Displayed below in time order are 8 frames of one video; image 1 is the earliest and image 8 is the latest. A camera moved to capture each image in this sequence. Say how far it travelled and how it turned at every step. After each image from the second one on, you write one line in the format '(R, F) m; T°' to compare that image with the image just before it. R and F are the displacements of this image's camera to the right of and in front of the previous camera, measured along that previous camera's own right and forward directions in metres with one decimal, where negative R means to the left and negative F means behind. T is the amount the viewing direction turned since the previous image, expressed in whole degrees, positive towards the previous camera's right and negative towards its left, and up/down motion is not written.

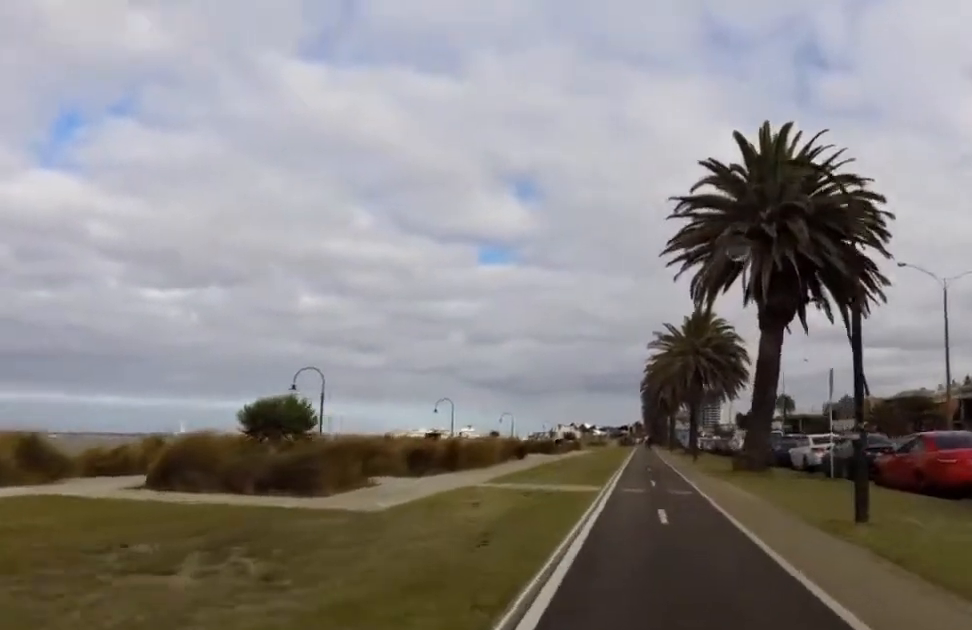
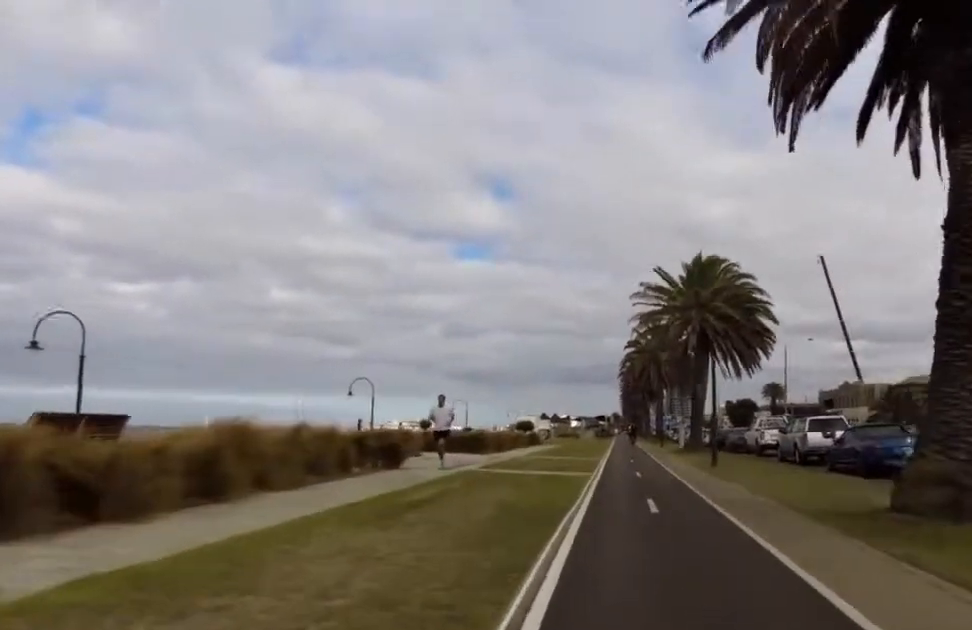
(-1.0, +15.5) m; -4°
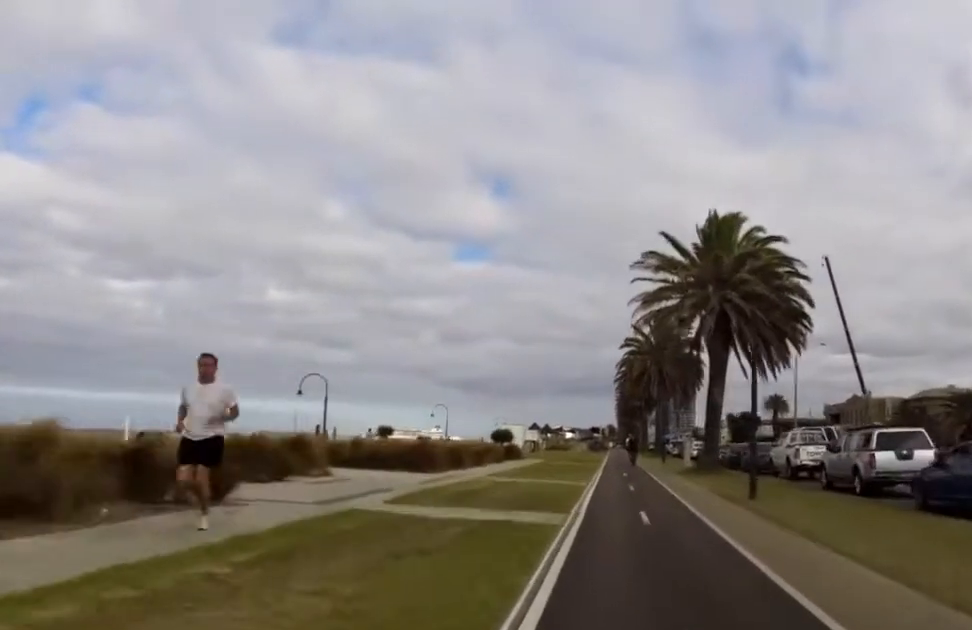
(+0.4, +7.3) m; +1°
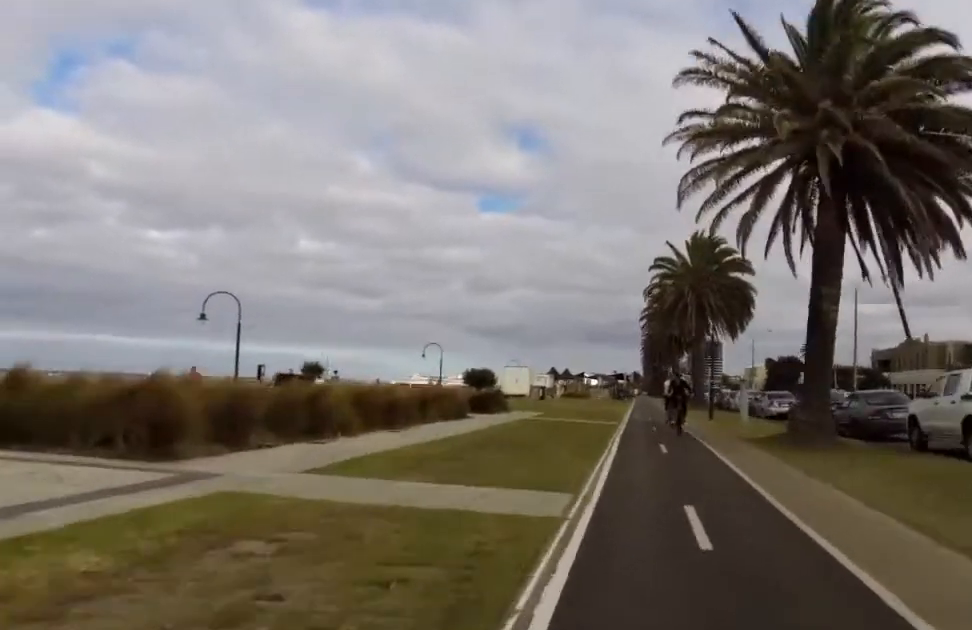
(-0.9, +13.0) m; -7°
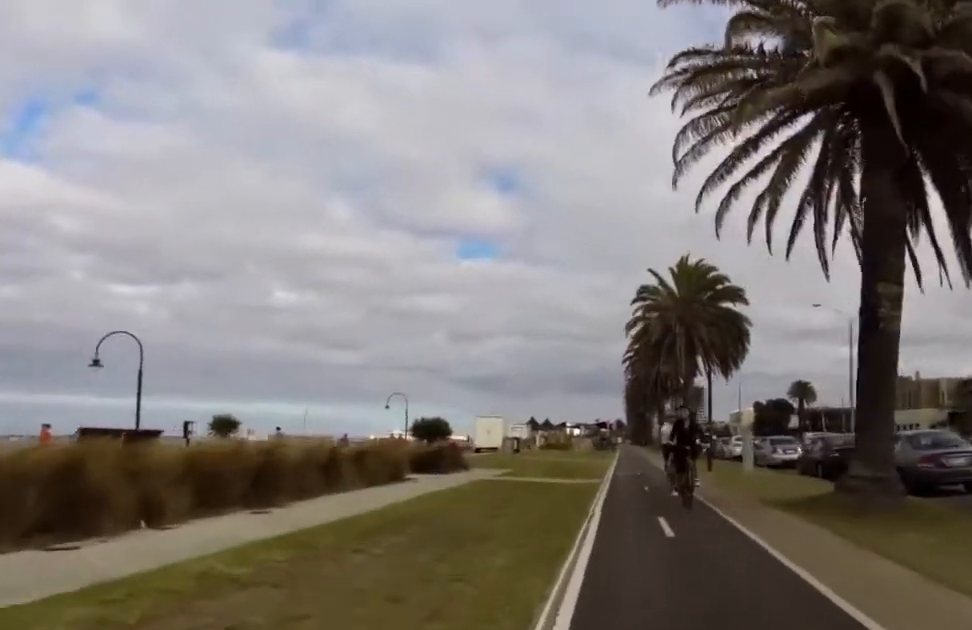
(0.0, +4.8) m; +5°
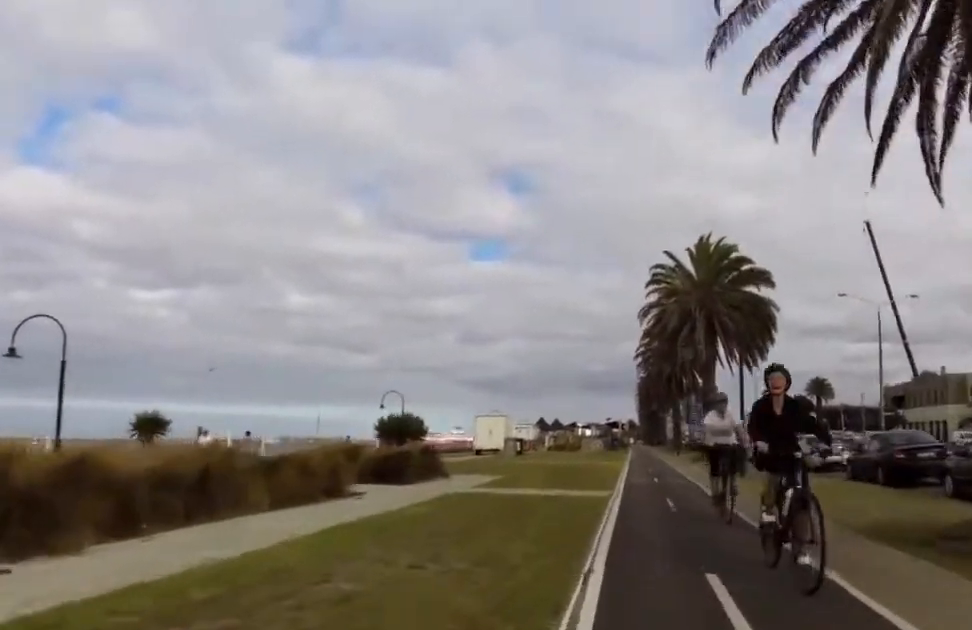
(+0.1, +4.5) m; +3°
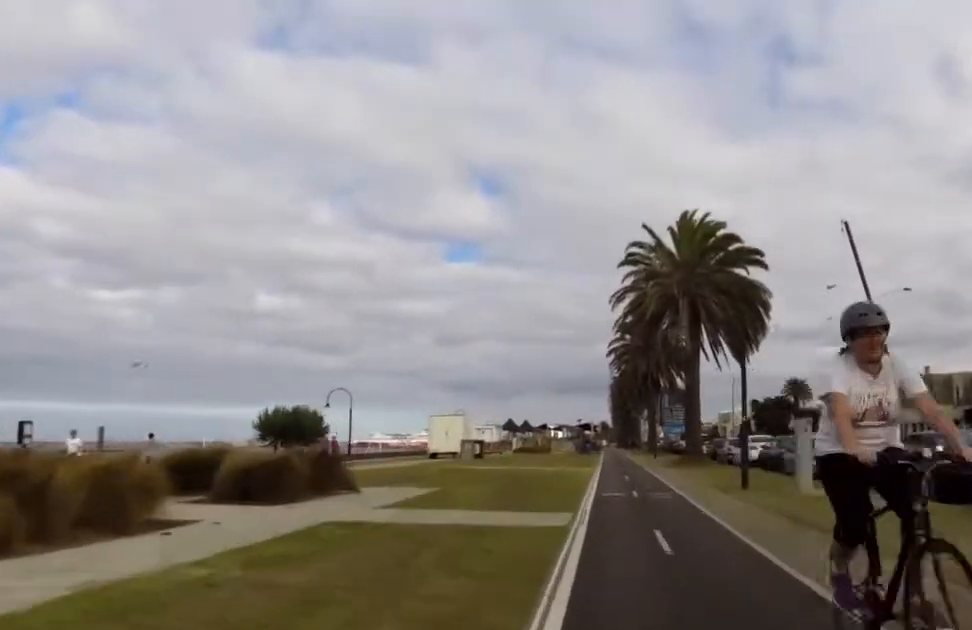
(+0.7, +4.8) m; 0°
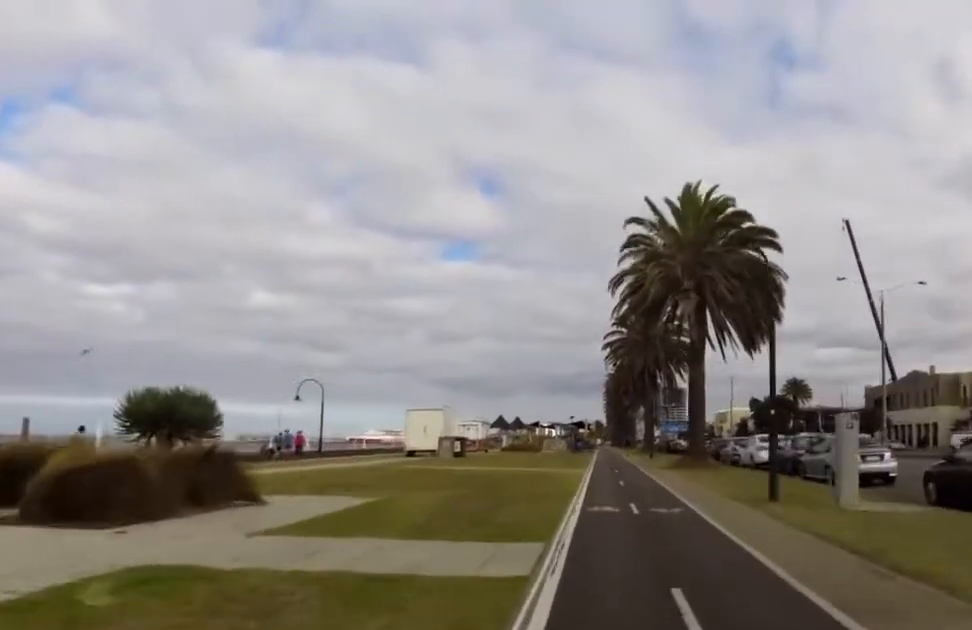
(0.0, +3.7) m; 0°
